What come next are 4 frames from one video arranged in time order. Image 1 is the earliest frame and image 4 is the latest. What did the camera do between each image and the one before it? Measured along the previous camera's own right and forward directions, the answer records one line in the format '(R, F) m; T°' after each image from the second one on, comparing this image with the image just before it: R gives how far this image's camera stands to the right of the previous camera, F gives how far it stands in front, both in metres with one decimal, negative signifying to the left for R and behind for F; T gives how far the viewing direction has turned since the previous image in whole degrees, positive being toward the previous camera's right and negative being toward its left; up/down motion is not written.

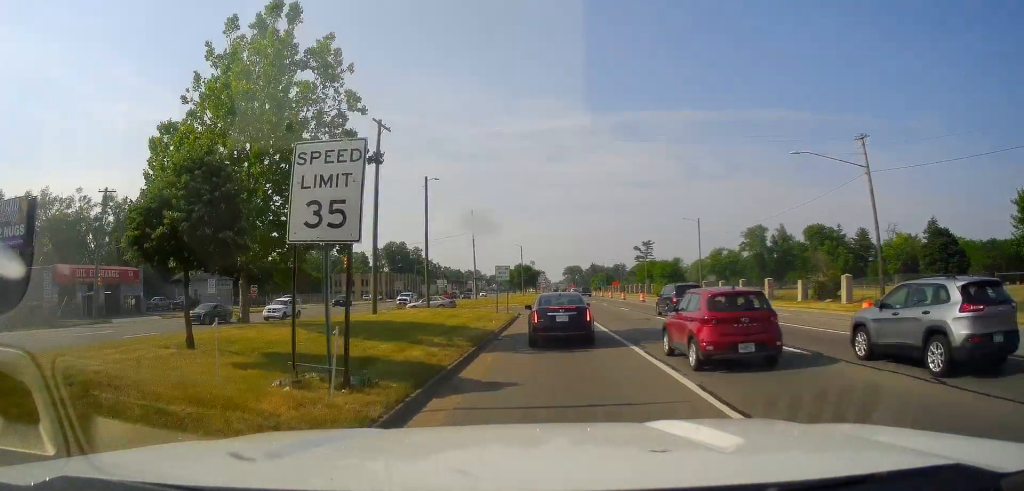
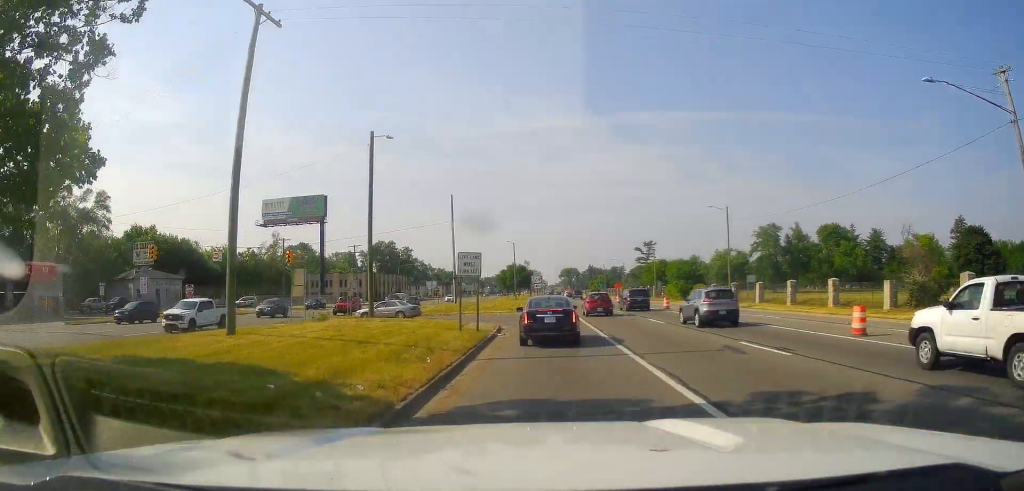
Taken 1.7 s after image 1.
(+0.3, +15.1) m; +1°
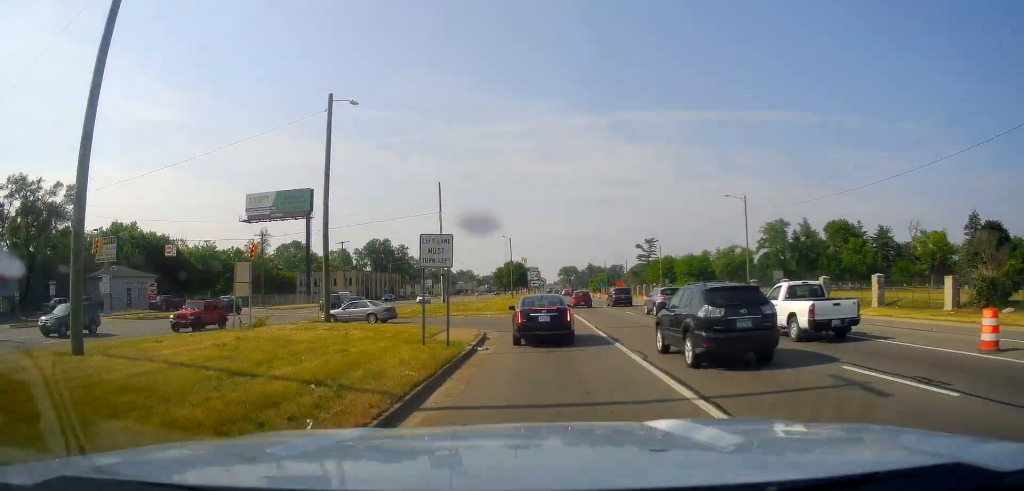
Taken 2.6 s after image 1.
(0.0, +6.6) m; 0°
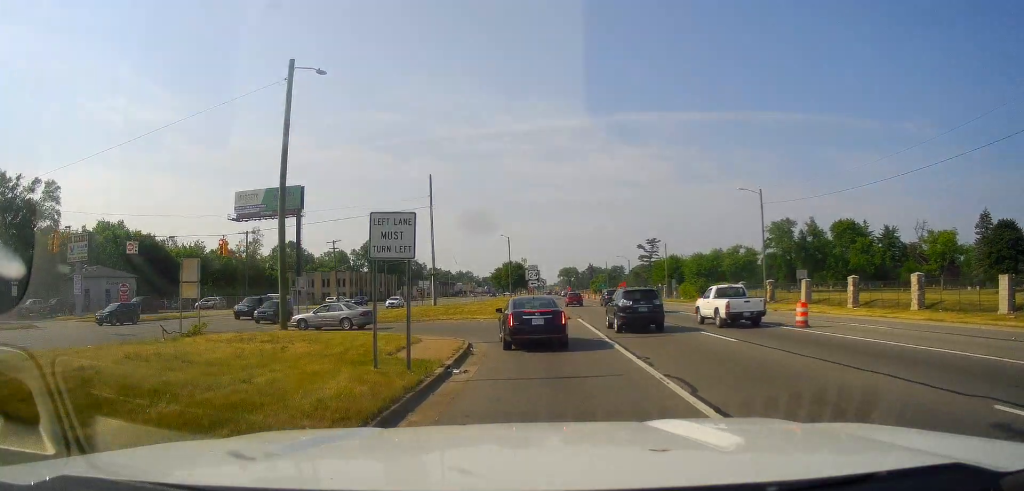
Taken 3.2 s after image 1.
(0.0, +4.6) m; 0°
